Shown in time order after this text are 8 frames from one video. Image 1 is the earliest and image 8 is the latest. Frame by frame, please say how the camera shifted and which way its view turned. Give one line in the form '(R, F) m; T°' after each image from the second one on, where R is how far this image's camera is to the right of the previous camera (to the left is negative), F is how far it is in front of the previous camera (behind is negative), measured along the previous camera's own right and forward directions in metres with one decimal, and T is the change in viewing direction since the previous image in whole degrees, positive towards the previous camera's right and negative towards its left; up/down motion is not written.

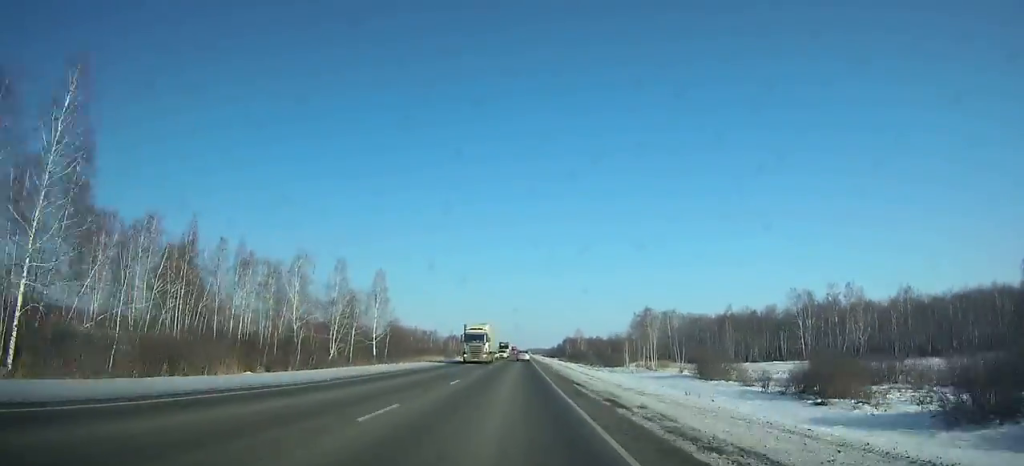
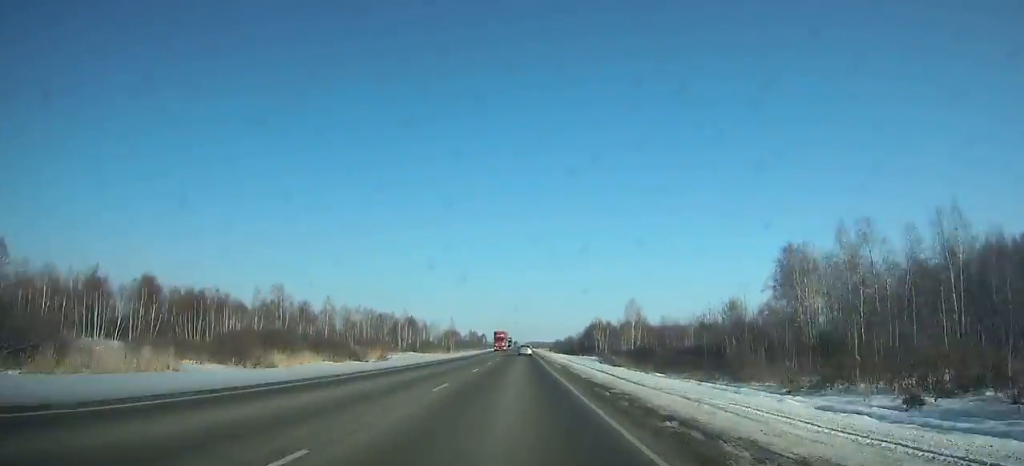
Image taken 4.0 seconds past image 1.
(+0.2, +100.1) m; 0°
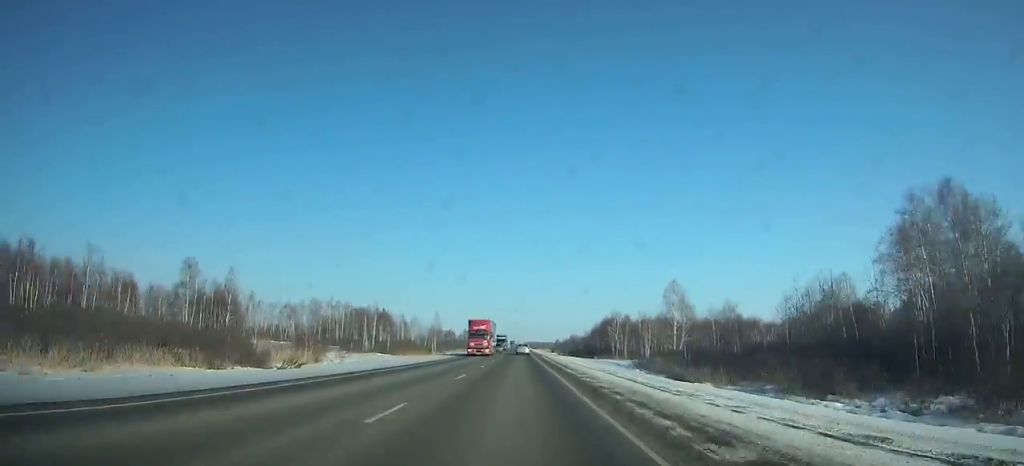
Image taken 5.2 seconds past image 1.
(0.0, +30.1) m; 0°
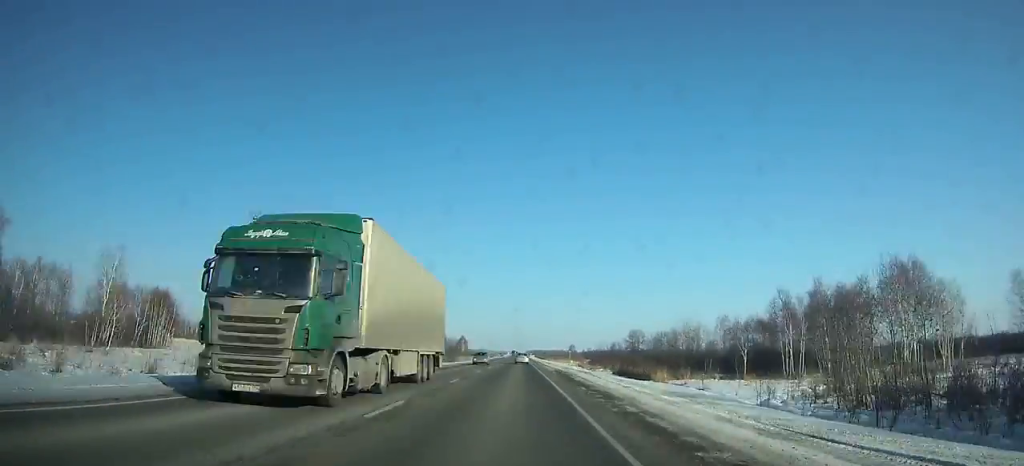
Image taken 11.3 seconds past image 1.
(0.0, +153.1) m; 0°
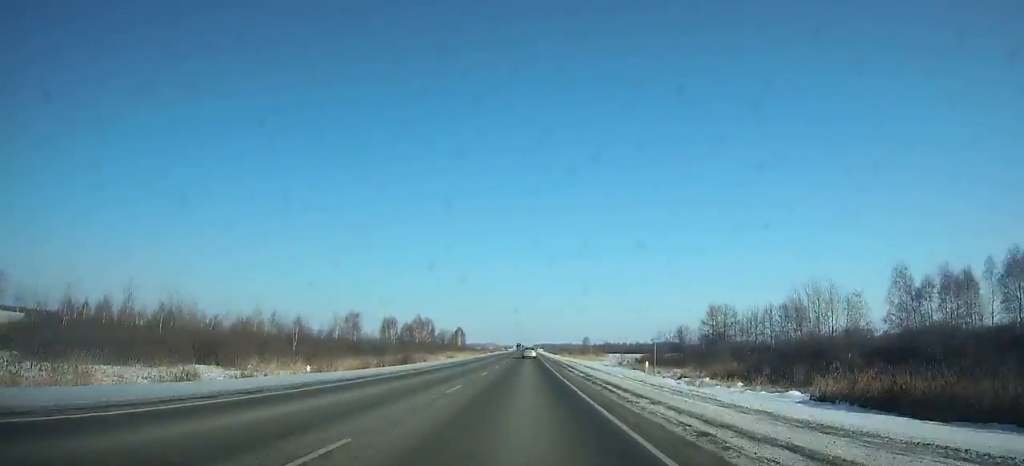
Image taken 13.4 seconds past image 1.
(-0.1, +52.8) m; 0°
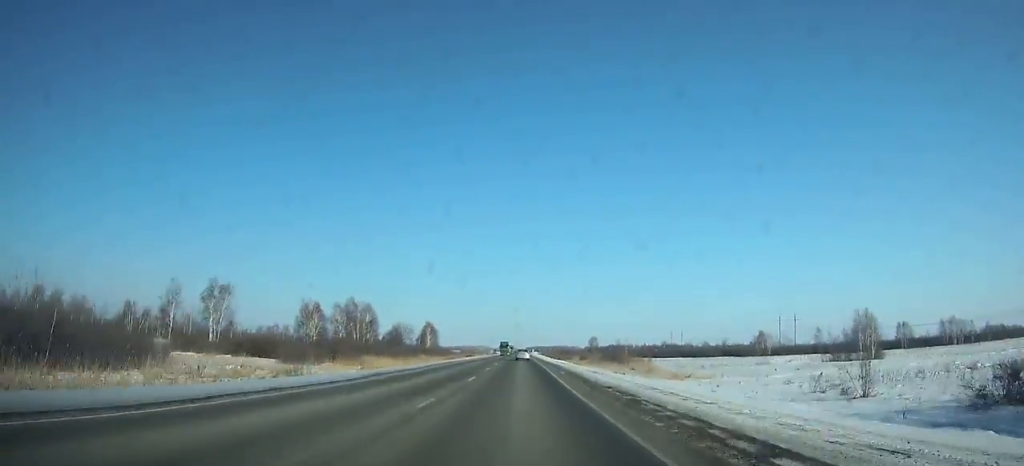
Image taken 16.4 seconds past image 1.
(+0.1, +75.5) m; 0°
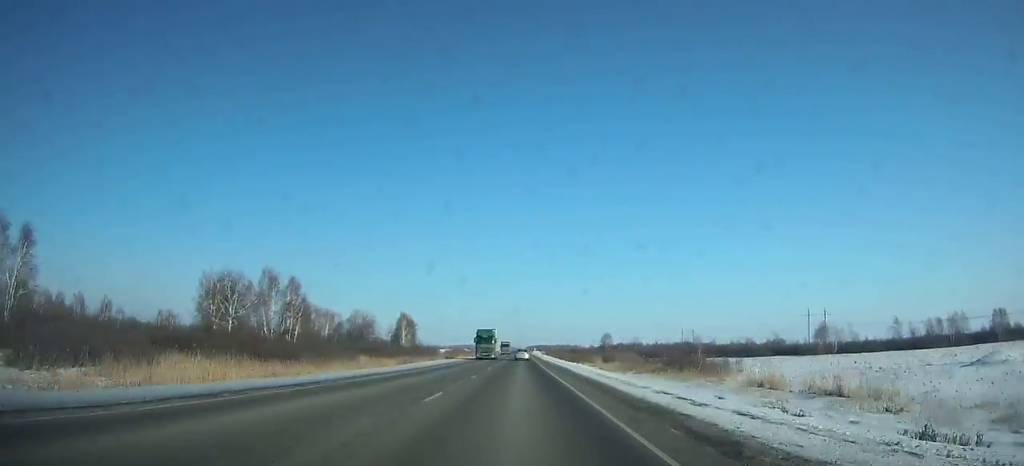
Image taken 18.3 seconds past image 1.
(0.0, +47.9) m; 0°
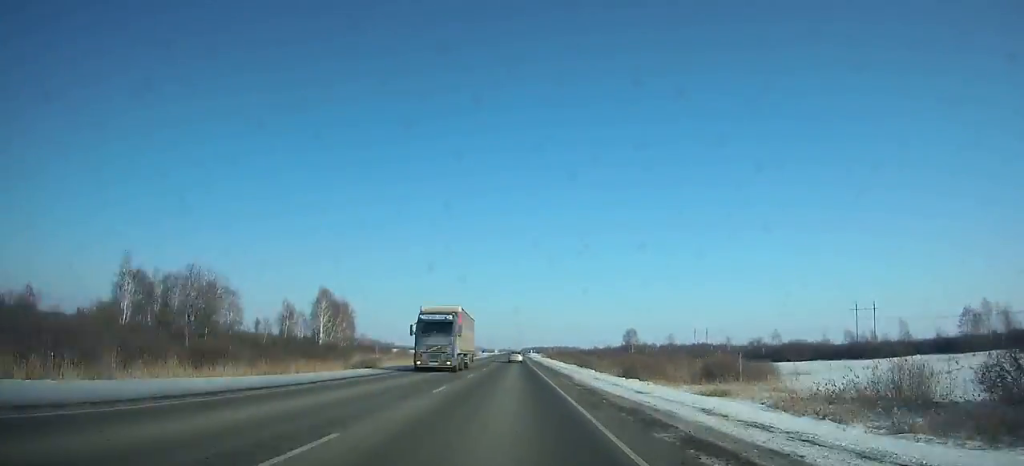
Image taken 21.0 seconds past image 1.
(+0.1, +68.7) m; 0°
